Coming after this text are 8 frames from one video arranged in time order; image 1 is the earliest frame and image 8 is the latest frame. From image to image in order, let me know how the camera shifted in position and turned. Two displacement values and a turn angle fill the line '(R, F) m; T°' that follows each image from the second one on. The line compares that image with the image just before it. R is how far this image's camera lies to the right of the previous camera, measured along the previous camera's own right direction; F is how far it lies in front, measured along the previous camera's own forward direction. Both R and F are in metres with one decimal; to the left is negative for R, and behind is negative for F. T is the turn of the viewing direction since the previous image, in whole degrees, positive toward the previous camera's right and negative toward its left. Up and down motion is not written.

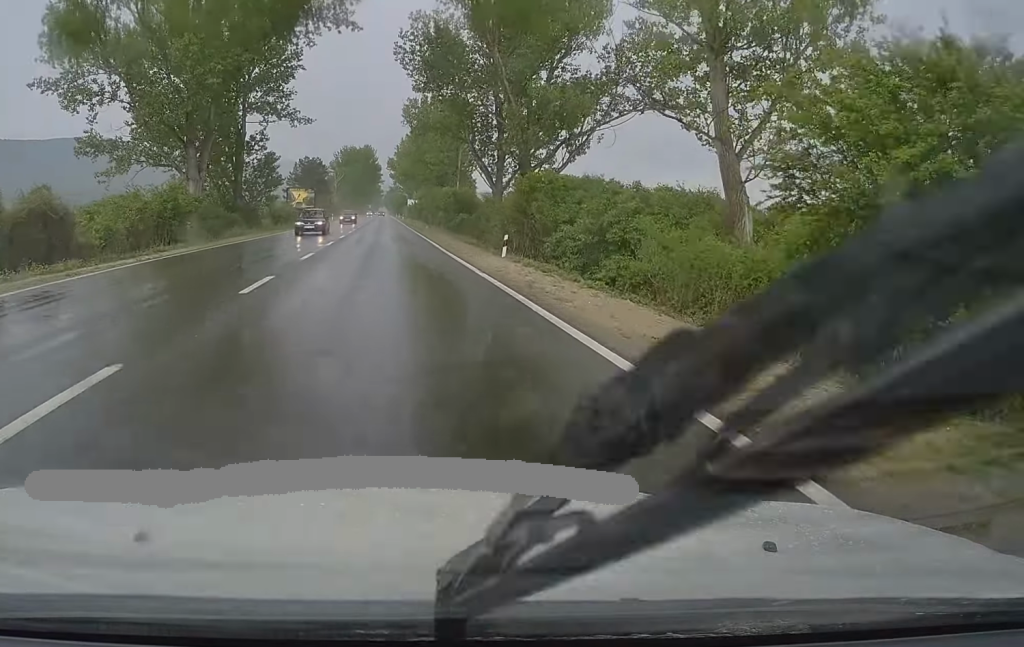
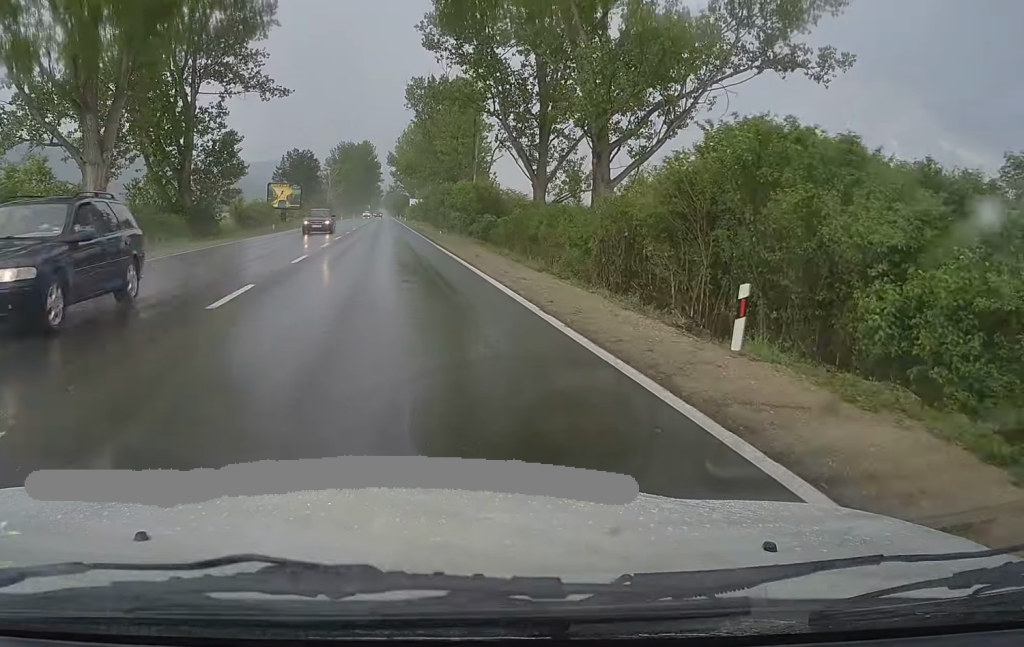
(0.0, +19.8) m; 0°
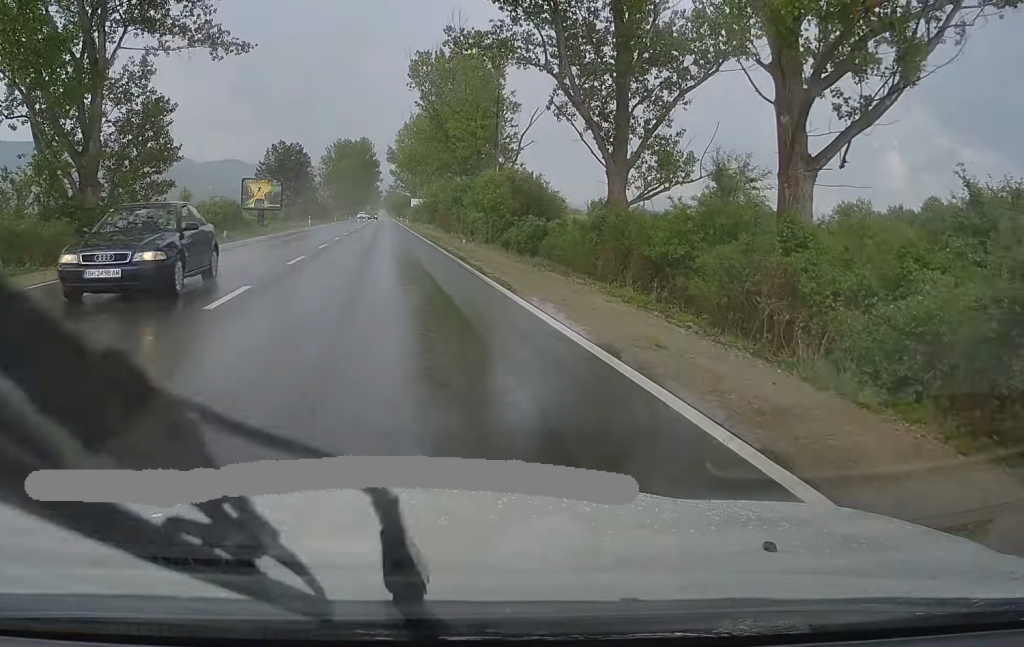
(0.0, +18.0) m; 0°
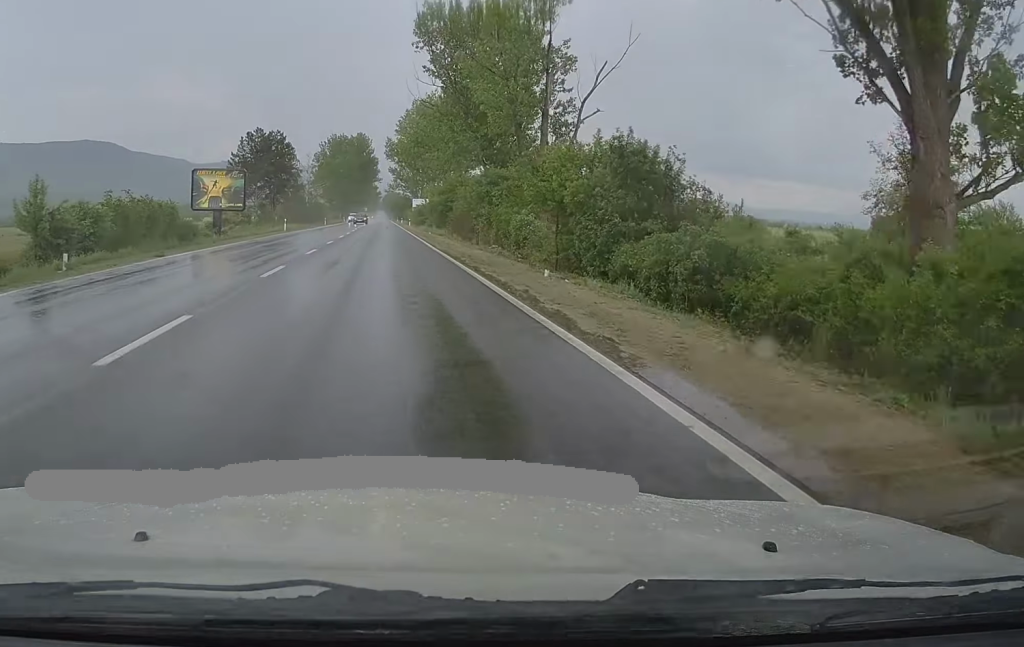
(-0.1, +21.4) m; 0°
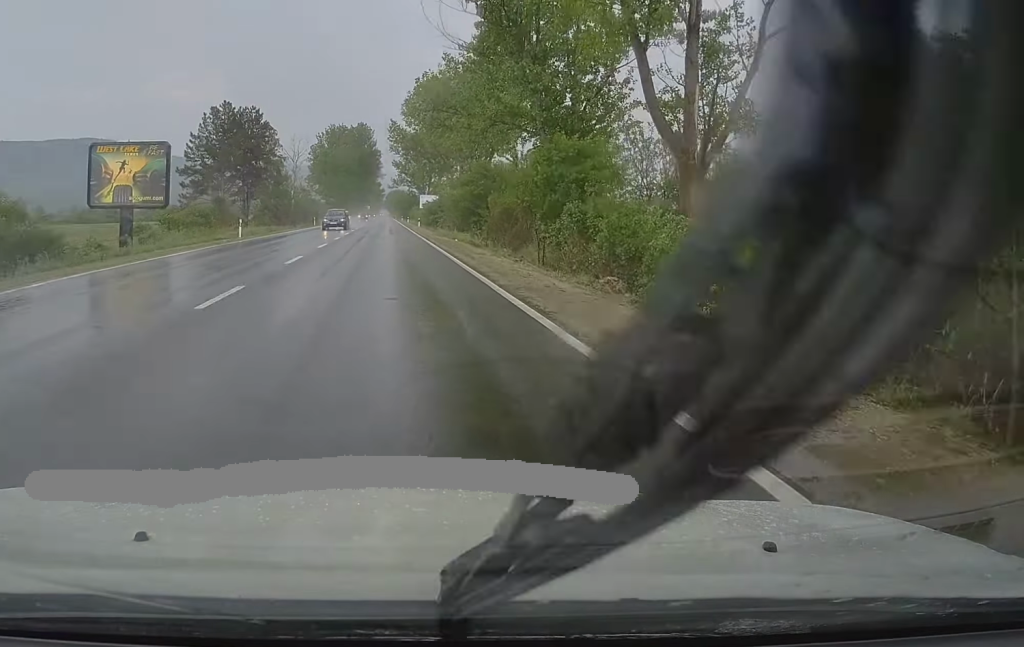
(0.0, +23.0) m; 0°
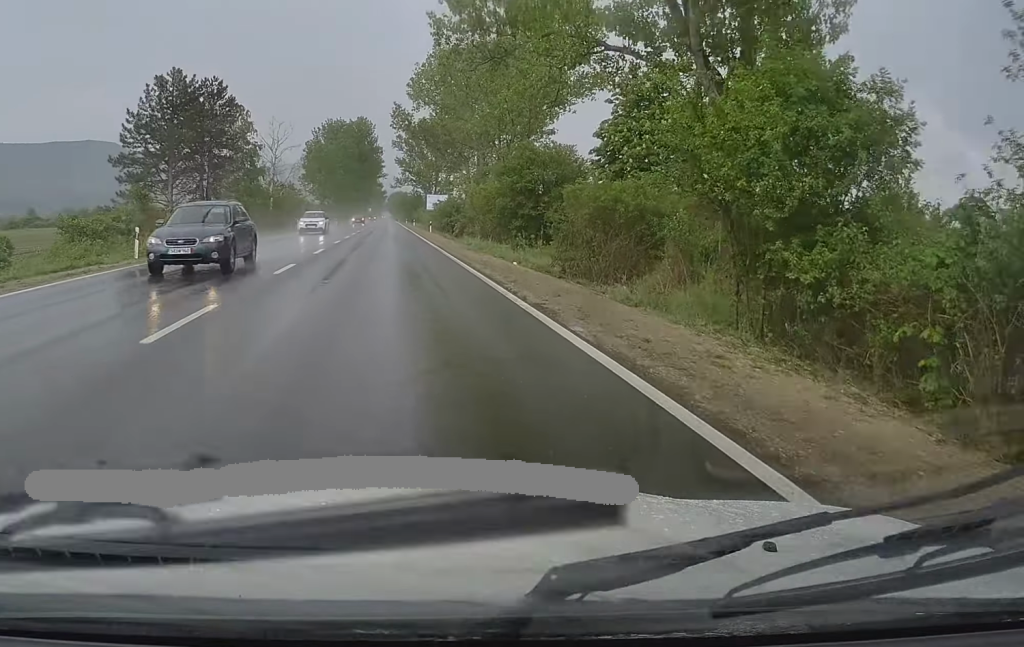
(0.0, +20.4) m; 0°
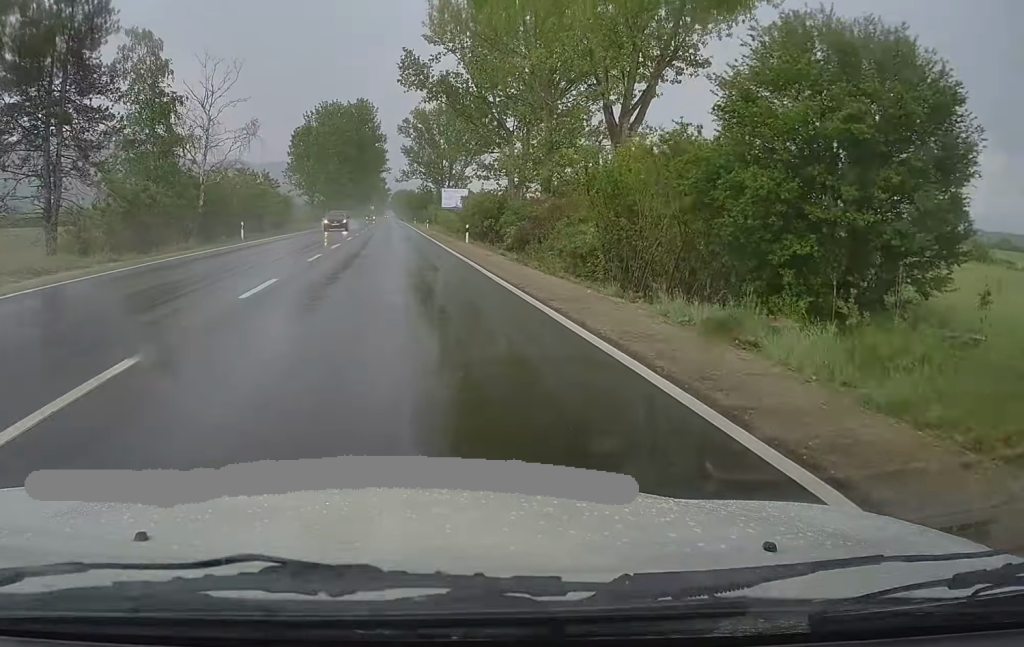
(-0.1, +31.4) m; 0°
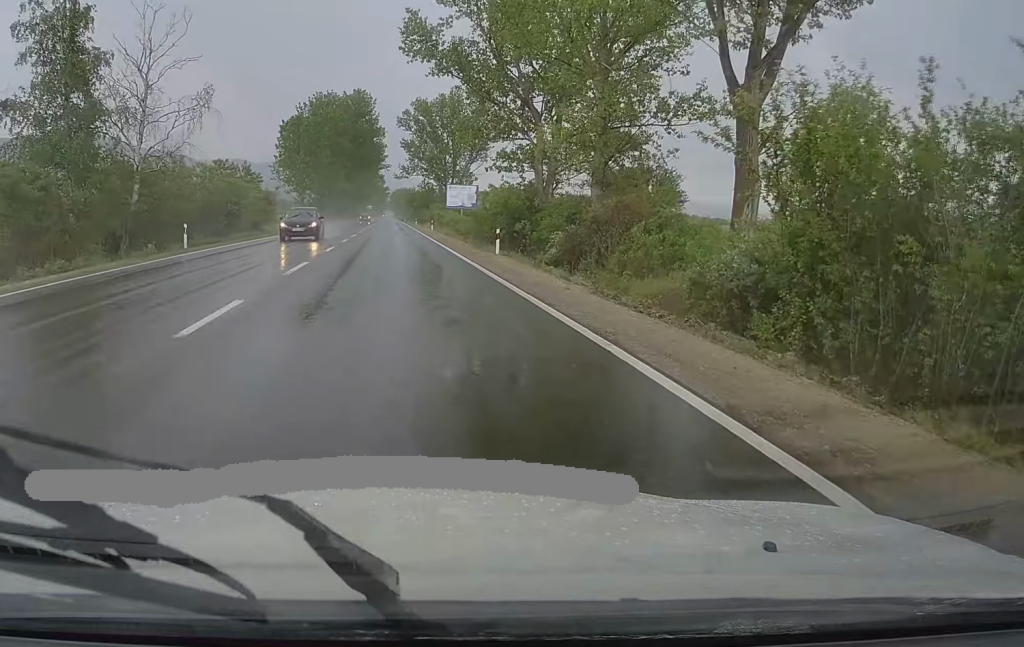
(0.0, +12.7) m; 0°
